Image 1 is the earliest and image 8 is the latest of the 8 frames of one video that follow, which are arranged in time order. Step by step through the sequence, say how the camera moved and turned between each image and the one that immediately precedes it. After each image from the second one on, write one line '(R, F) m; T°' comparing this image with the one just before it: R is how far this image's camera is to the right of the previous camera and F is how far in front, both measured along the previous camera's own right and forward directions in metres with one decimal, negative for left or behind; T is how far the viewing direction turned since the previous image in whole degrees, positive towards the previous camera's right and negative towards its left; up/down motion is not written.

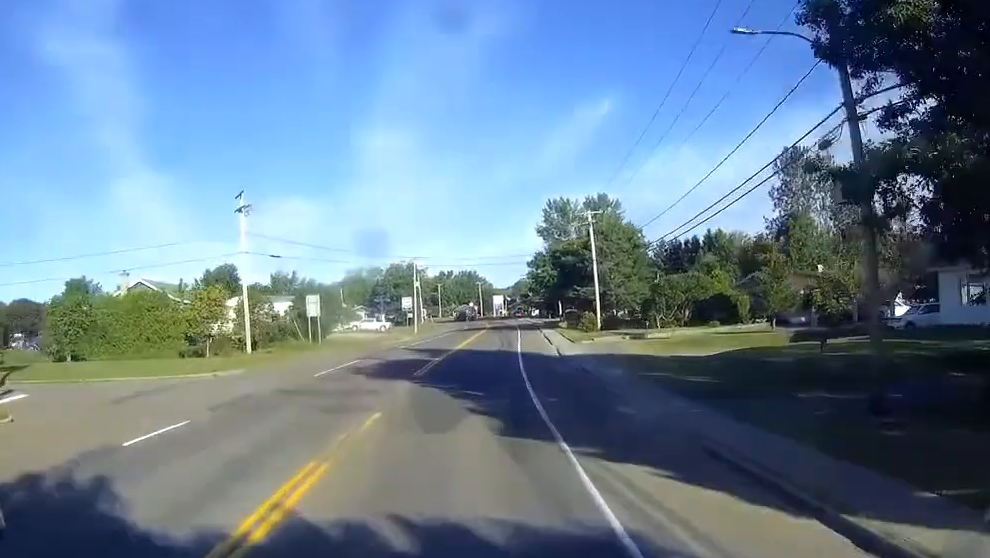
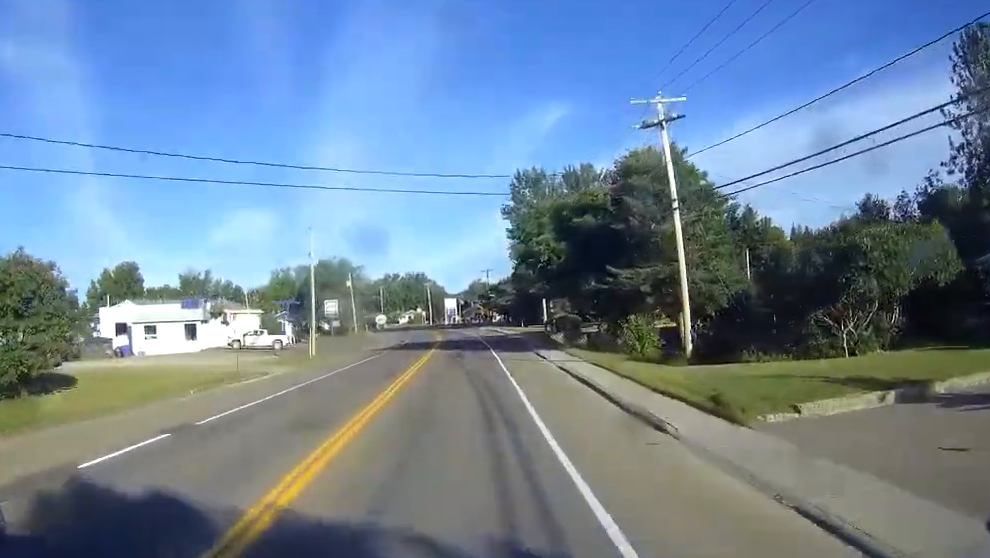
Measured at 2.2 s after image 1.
(+1.2, +42.8) m; +3°
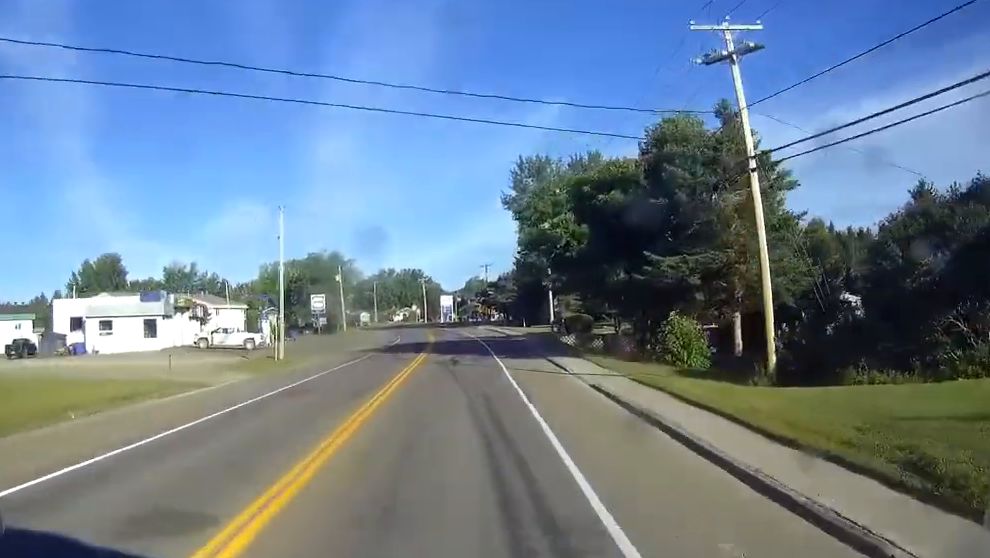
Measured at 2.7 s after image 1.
(+0.1, +9.7) m; 0°
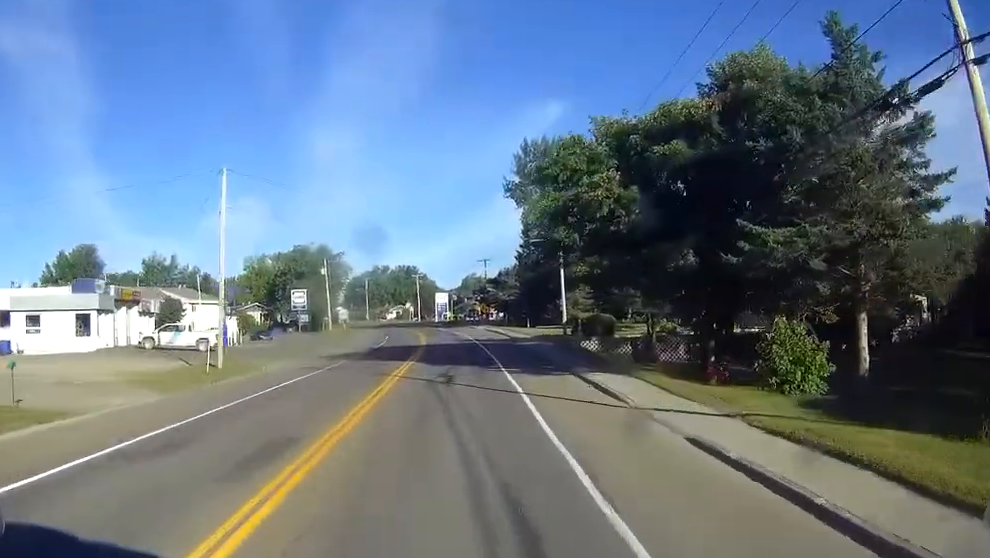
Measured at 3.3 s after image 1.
(+0.1, +12.2) m; 0°
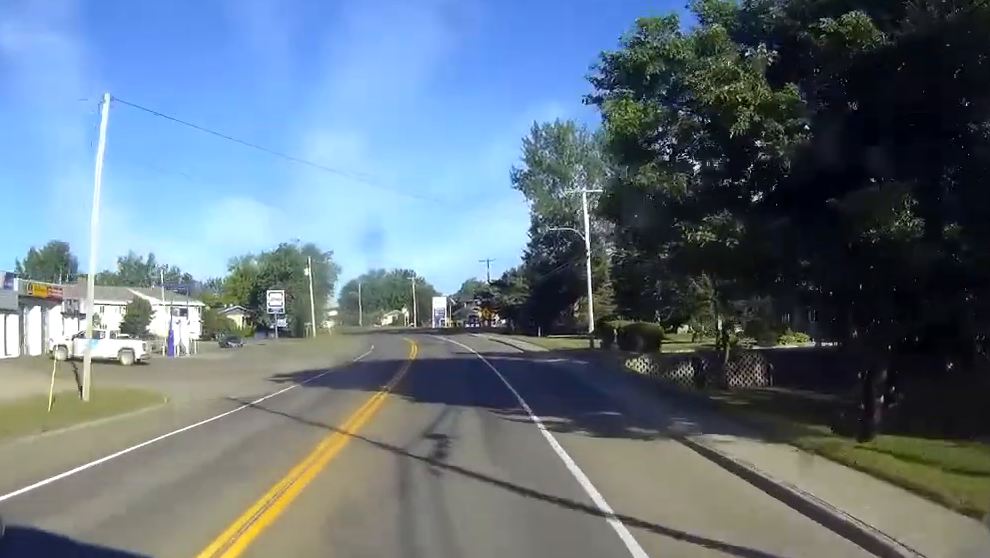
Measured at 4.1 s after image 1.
(0.0, +14.1) m; 0°
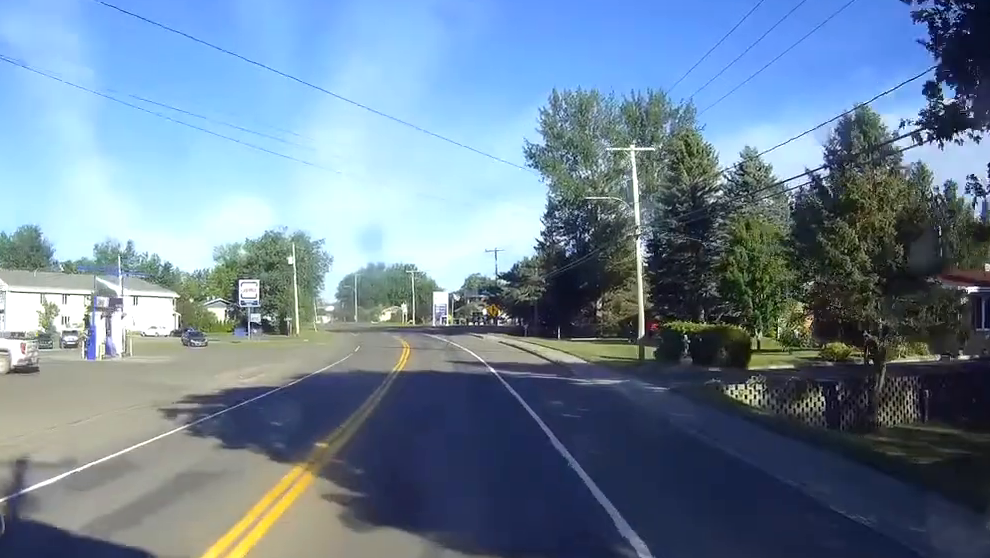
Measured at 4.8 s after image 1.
(0.0, +14.1) m; 0°
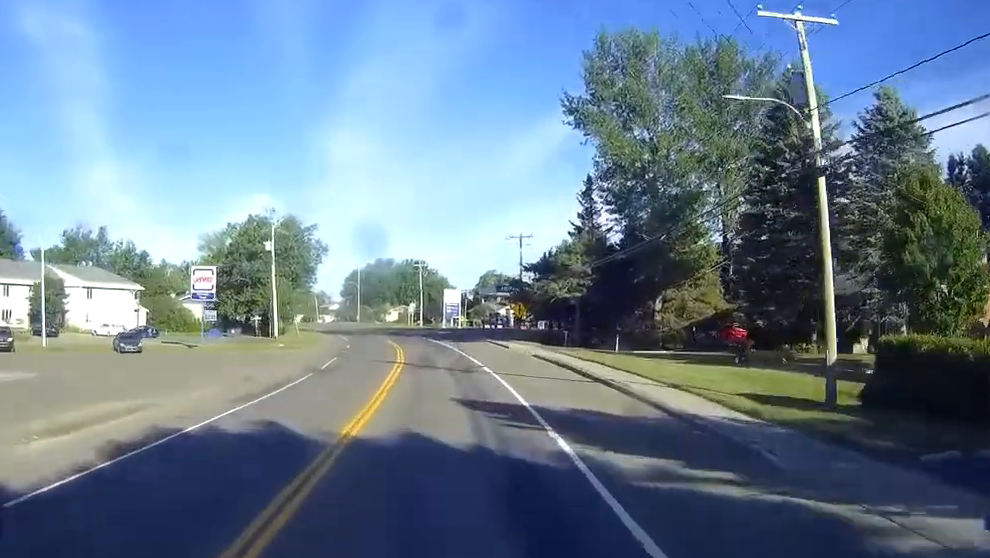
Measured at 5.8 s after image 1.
(-0.2, +19.8) m; -1°
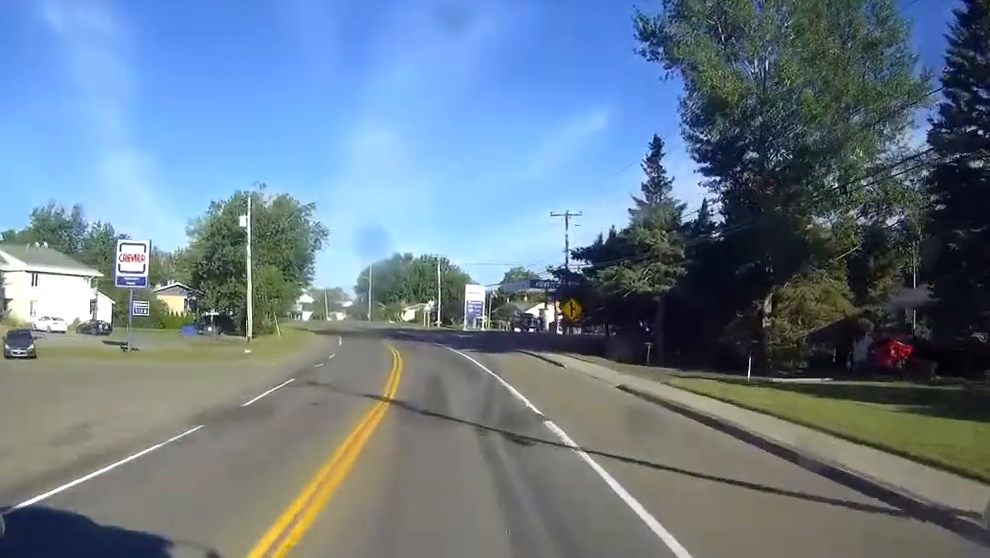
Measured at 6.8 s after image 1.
(-0.1, +19.2) m; -1°
